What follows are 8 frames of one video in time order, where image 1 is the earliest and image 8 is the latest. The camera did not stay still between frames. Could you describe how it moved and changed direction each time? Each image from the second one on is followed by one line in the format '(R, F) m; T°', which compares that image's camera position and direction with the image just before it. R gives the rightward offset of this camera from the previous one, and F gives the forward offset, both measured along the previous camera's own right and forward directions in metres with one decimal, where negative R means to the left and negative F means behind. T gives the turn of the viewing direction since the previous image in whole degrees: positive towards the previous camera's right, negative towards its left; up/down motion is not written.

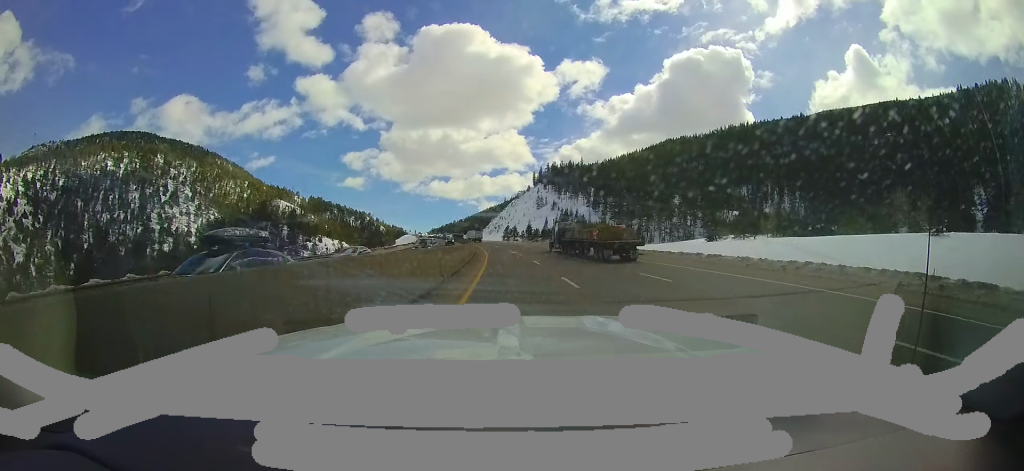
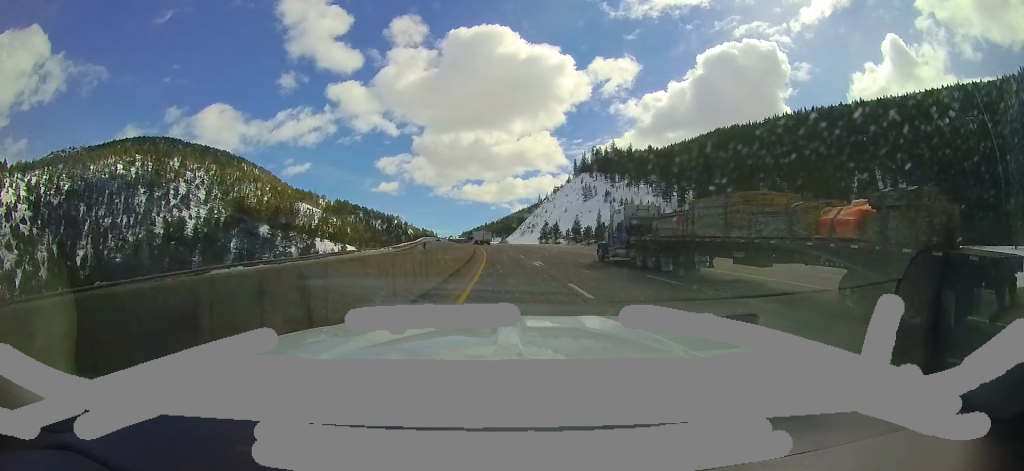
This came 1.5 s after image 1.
(-2.6, +46.1) m; -6°
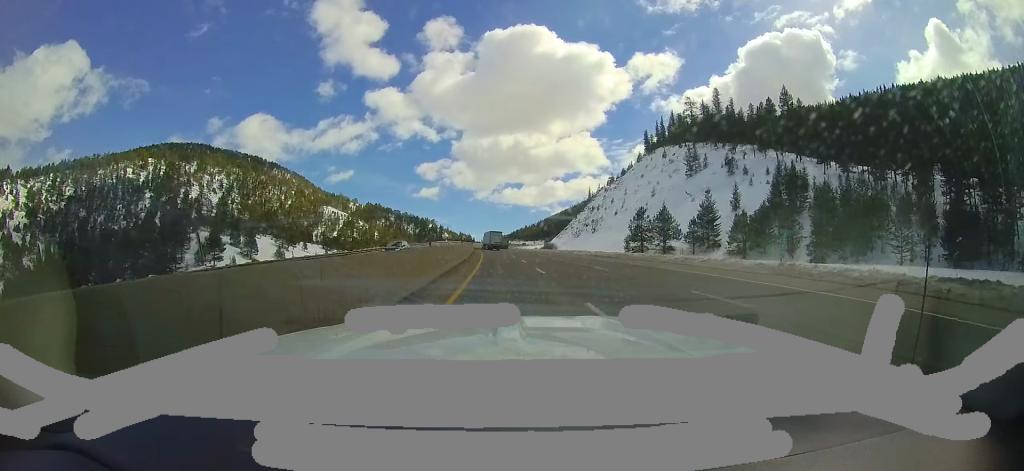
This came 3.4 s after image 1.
(-3.2, +59.2) m; -8°
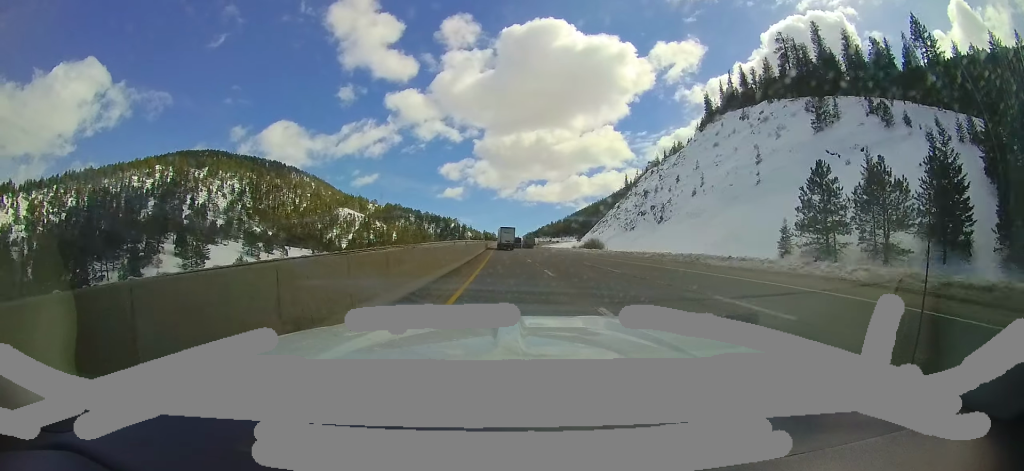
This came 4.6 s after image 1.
(-1.9, +33.4) m; -4°
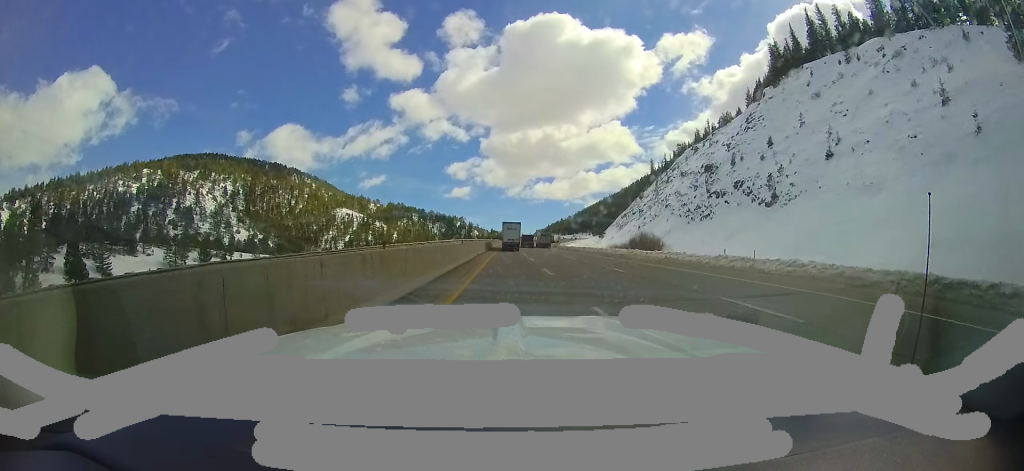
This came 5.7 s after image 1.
(-1.0, +32.3) m; -4°
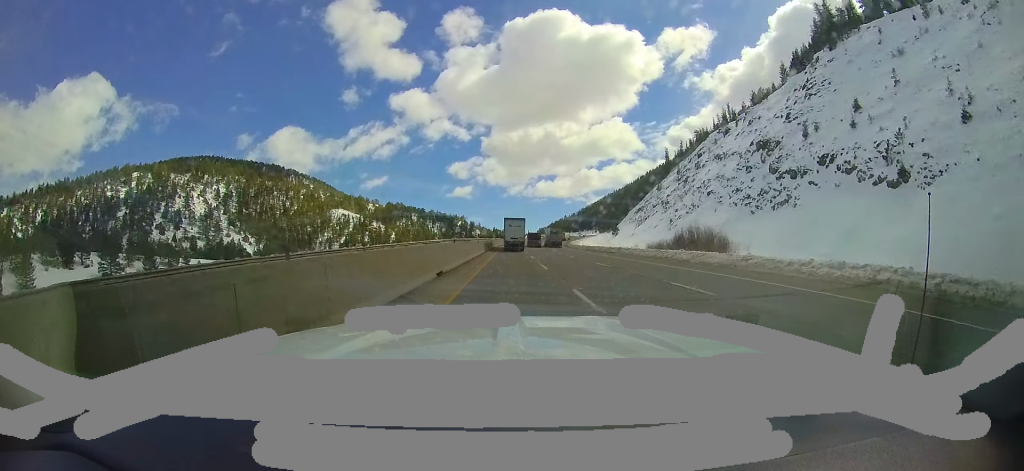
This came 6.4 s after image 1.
(-0.9, +18.4) m; -1°
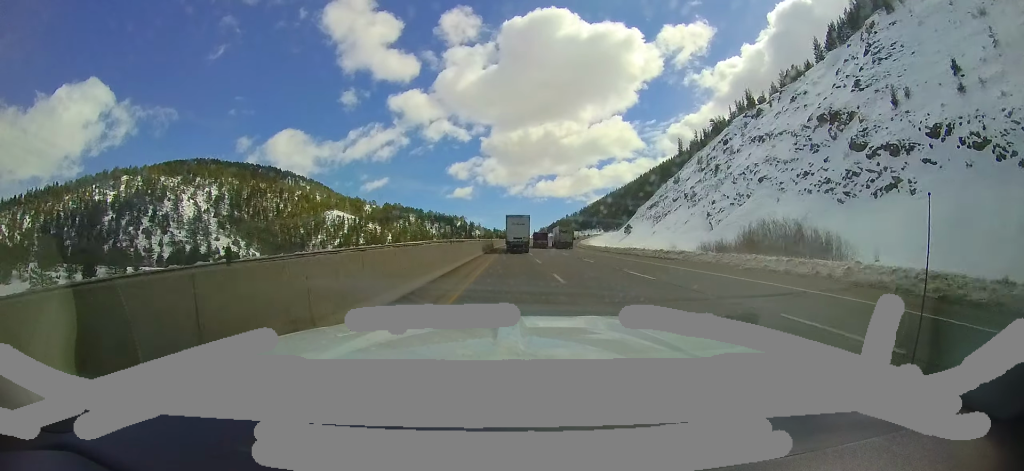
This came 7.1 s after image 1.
(+0.4, +15.6) m; 0°
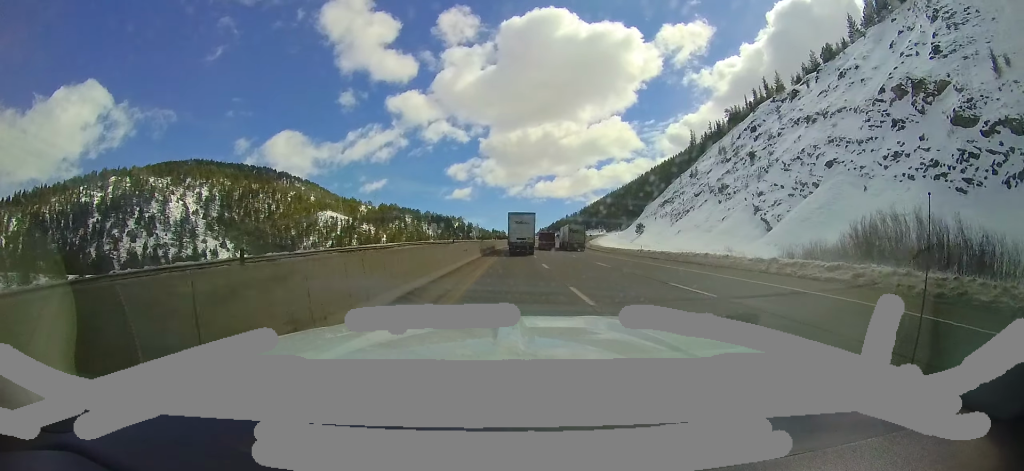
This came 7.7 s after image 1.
(+0.1, +14.3) m; +1°
